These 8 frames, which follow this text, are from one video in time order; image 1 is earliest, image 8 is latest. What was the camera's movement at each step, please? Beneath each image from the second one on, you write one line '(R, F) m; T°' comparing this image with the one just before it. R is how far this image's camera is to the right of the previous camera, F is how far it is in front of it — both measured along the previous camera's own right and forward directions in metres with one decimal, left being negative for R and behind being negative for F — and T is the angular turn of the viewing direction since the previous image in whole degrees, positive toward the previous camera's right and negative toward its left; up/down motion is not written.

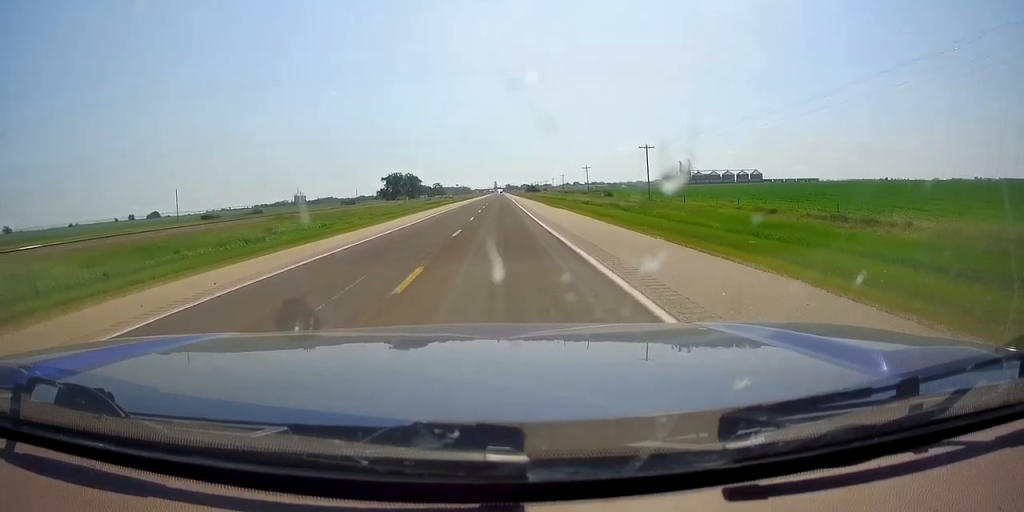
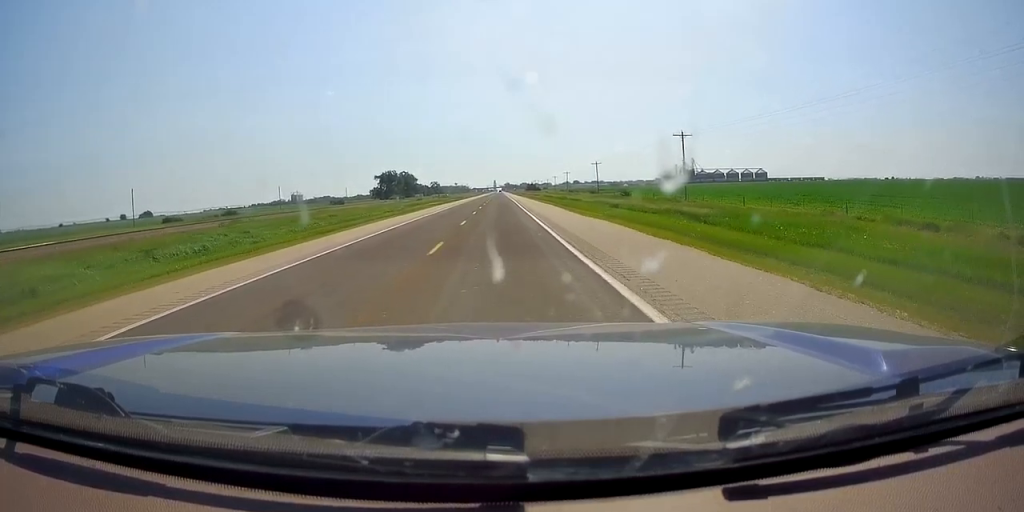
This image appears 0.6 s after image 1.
(0.0, +18.7) m; 0°
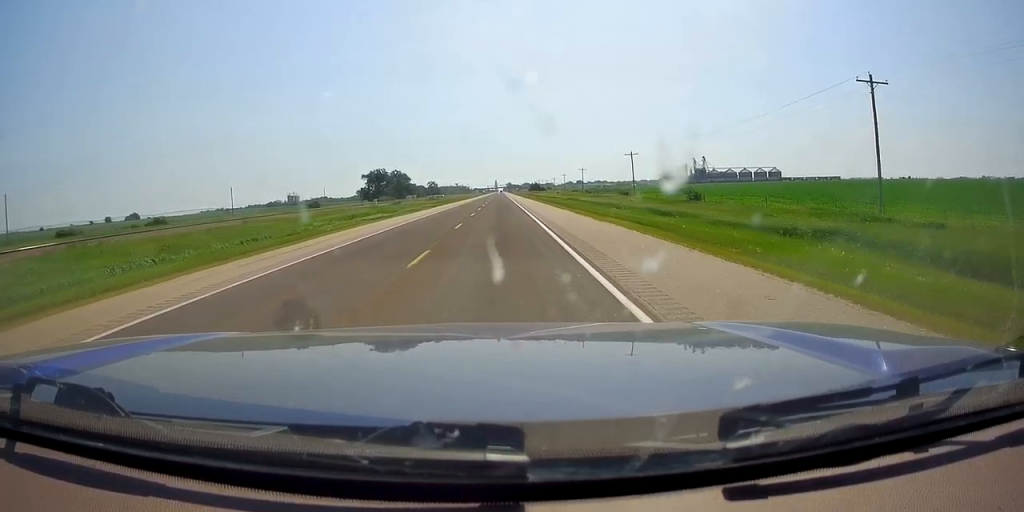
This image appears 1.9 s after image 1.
(-0.1, +39.2) m; -1°
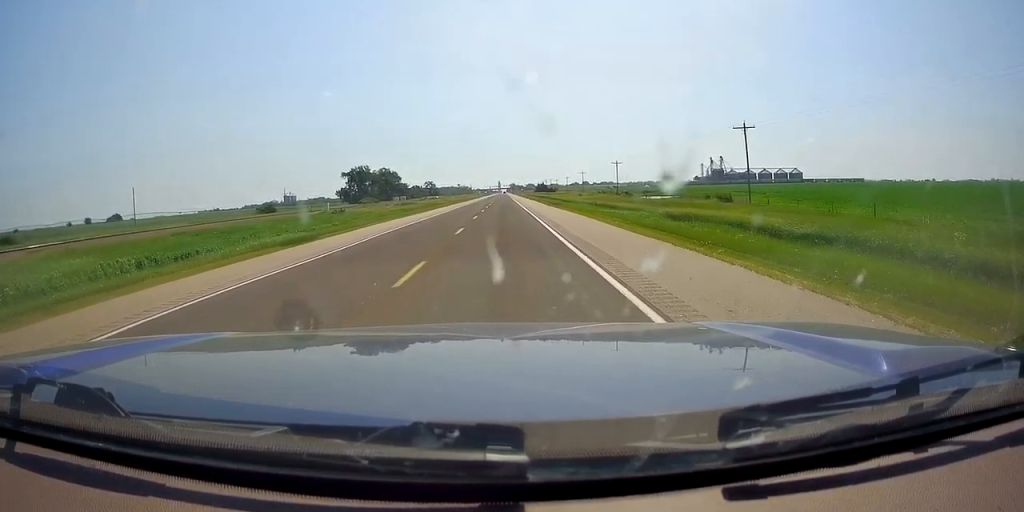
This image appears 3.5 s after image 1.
(-0.2, +51.2) m; +1°
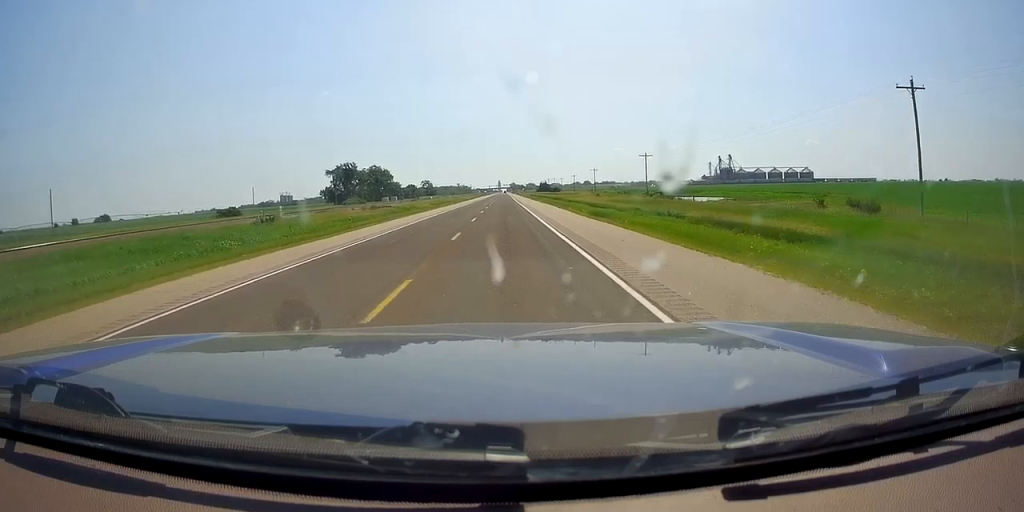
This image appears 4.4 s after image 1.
(+0.2, +27.4) m; 0°
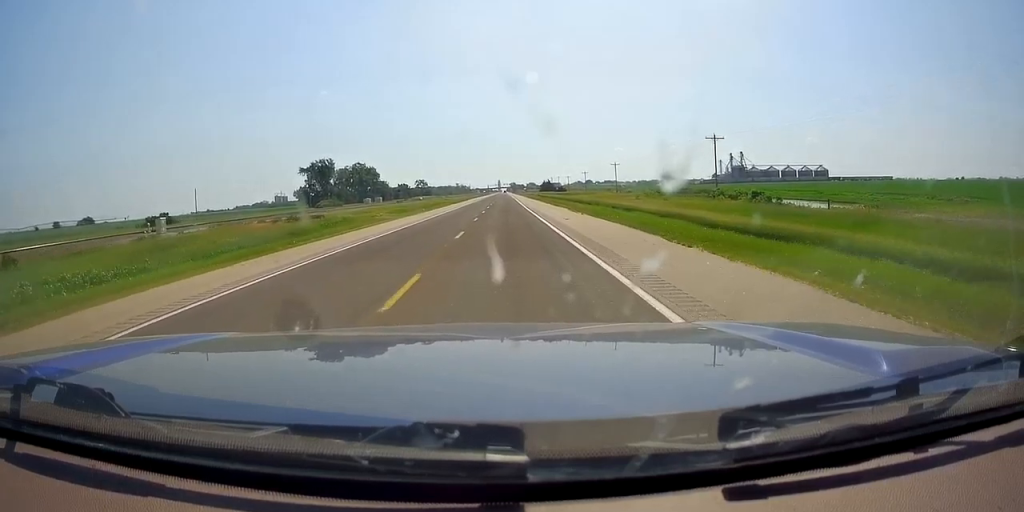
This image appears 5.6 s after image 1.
(0.0, +36.1) m; 0°
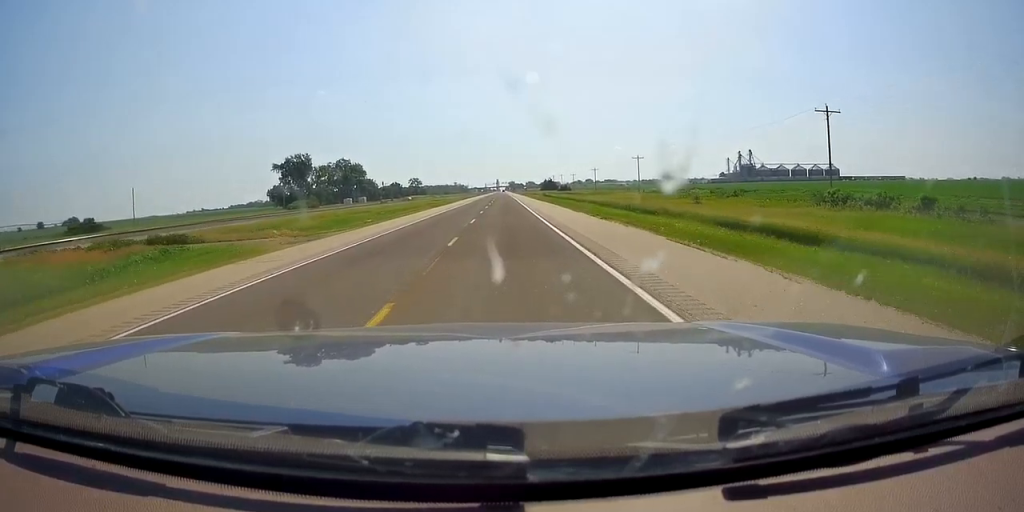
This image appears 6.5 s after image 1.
(0.0, +27.3) m; -1°
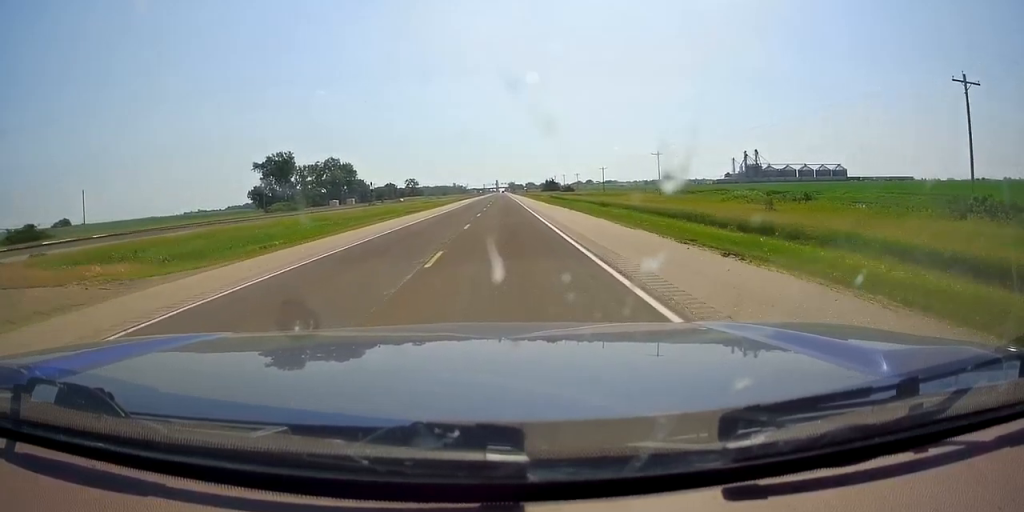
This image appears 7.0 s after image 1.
(+0.1, +17.0) m; 0°
